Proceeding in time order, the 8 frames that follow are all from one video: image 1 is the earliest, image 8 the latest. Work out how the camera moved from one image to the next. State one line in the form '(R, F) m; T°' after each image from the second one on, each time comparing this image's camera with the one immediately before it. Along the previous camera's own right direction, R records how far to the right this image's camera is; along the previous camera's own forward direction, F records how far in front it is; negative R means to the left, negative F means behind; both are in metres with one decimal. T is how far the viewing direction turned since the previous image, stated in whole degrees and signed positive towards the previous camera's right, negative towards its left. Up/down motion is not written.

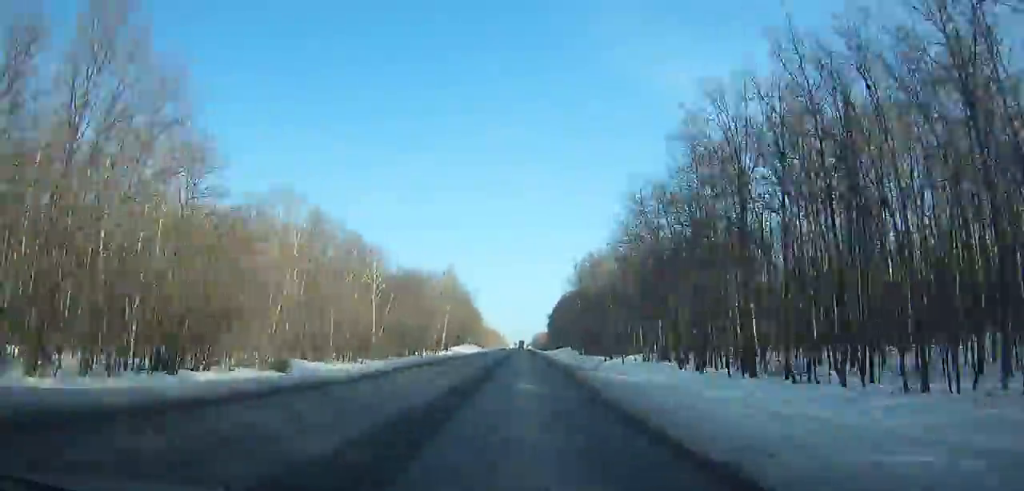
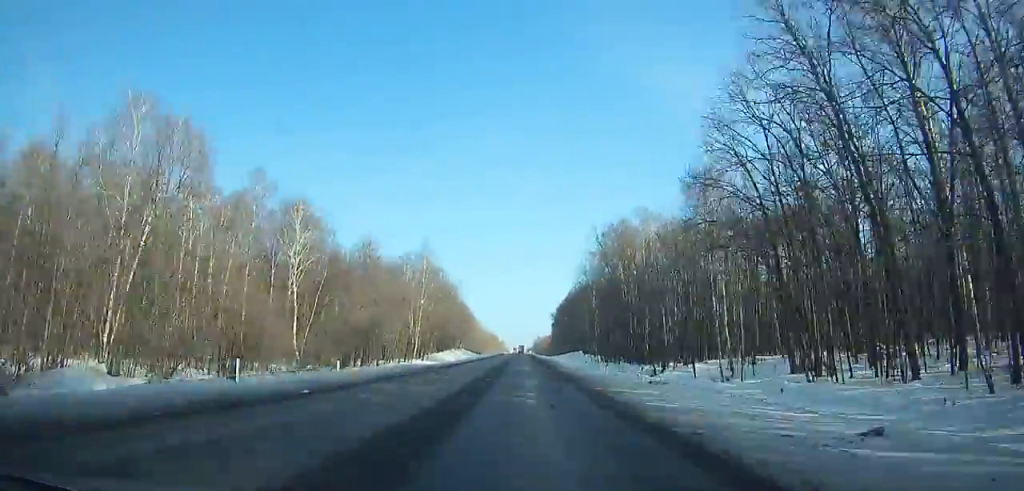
(0.0, +32.6) m; 0°
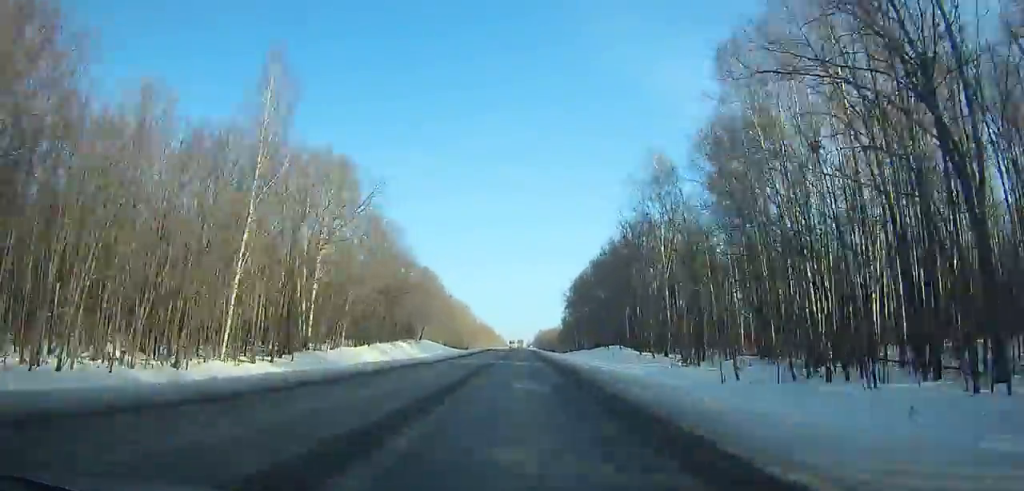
(-0.2, +62.0) m; 0°
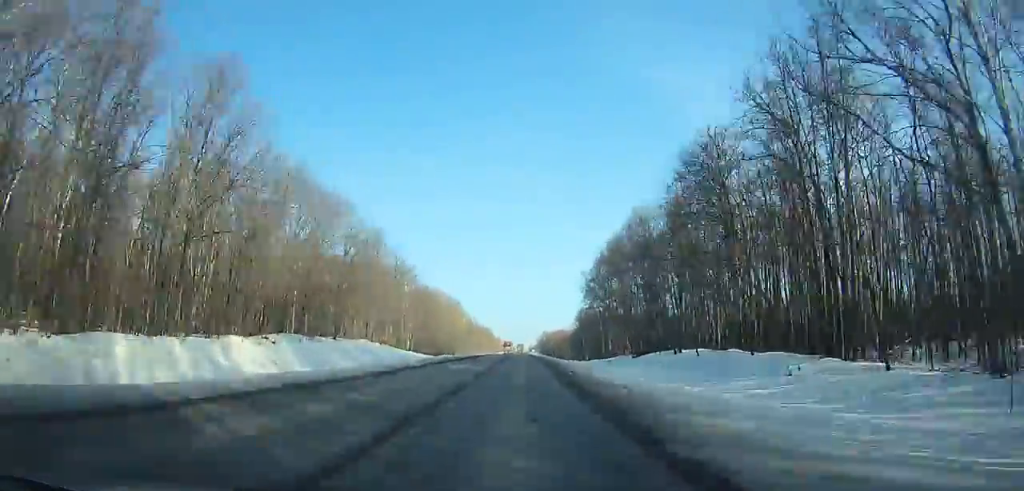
(+0.1, +47.6) m; 0°
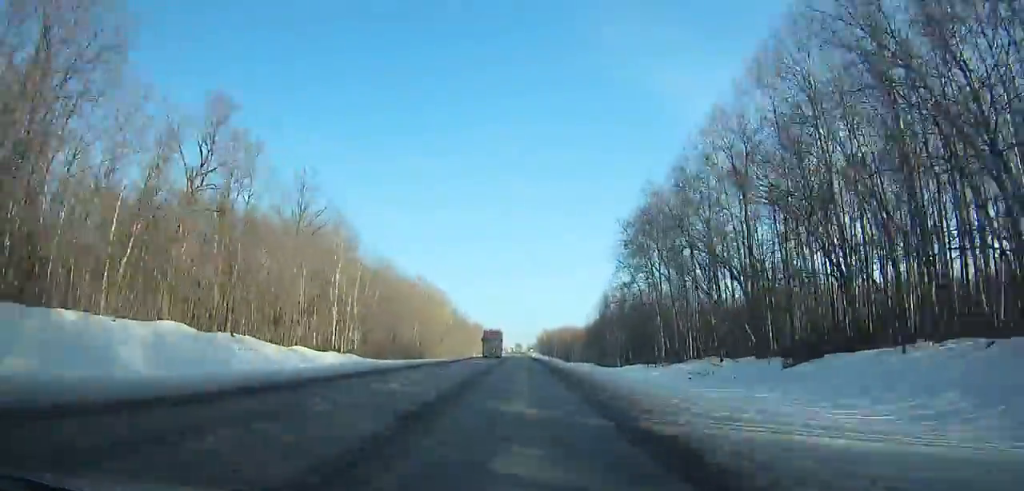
(+0.1, +42.7) m; 0°
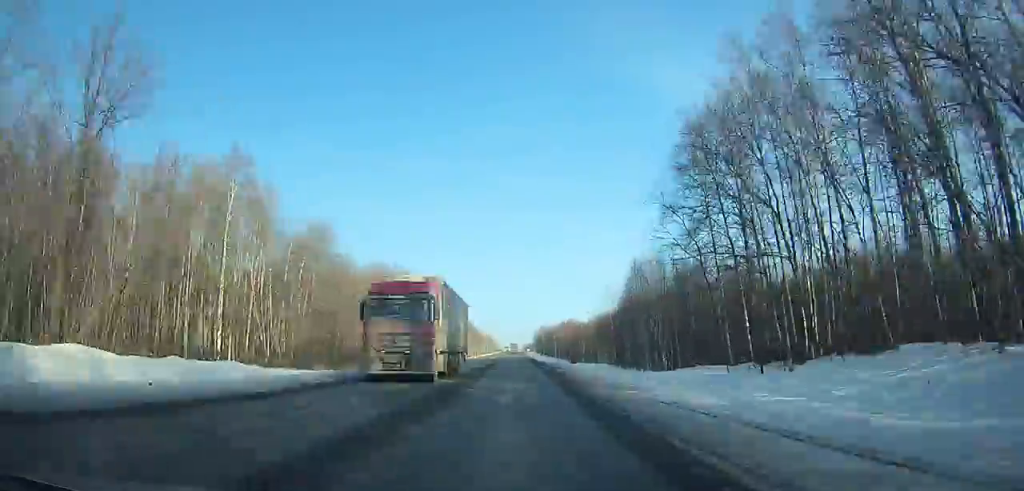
(+0.1, +29.0) m; 0°
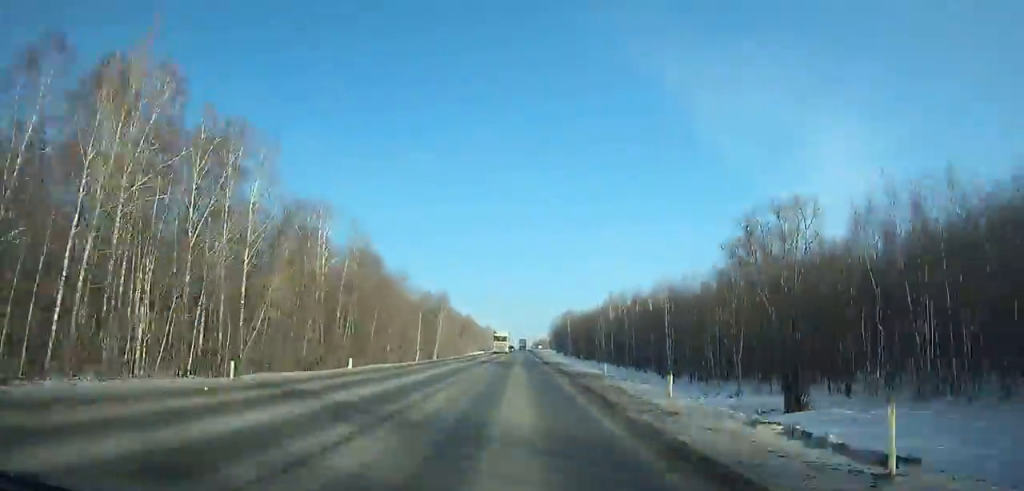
(-0.2, +115.8) m; 0°
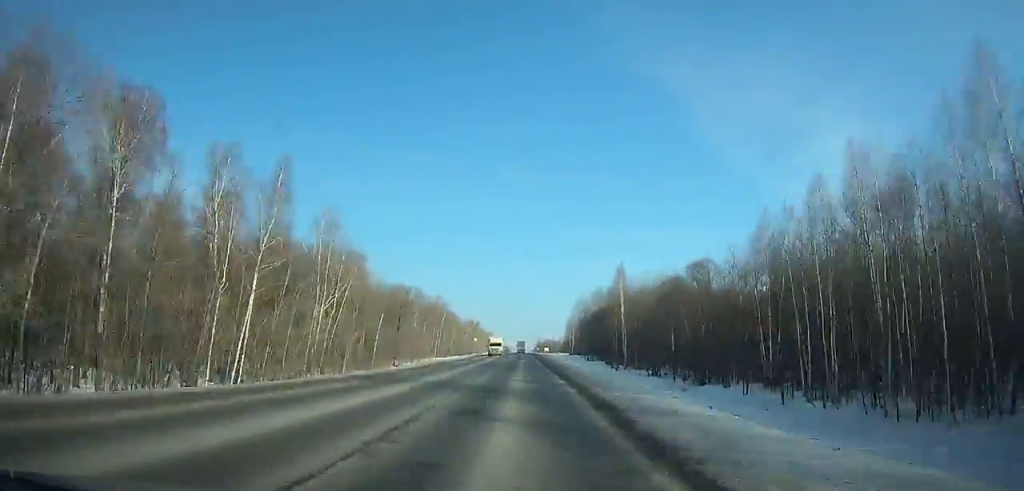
(-0.9, +98.8) m; -1°
